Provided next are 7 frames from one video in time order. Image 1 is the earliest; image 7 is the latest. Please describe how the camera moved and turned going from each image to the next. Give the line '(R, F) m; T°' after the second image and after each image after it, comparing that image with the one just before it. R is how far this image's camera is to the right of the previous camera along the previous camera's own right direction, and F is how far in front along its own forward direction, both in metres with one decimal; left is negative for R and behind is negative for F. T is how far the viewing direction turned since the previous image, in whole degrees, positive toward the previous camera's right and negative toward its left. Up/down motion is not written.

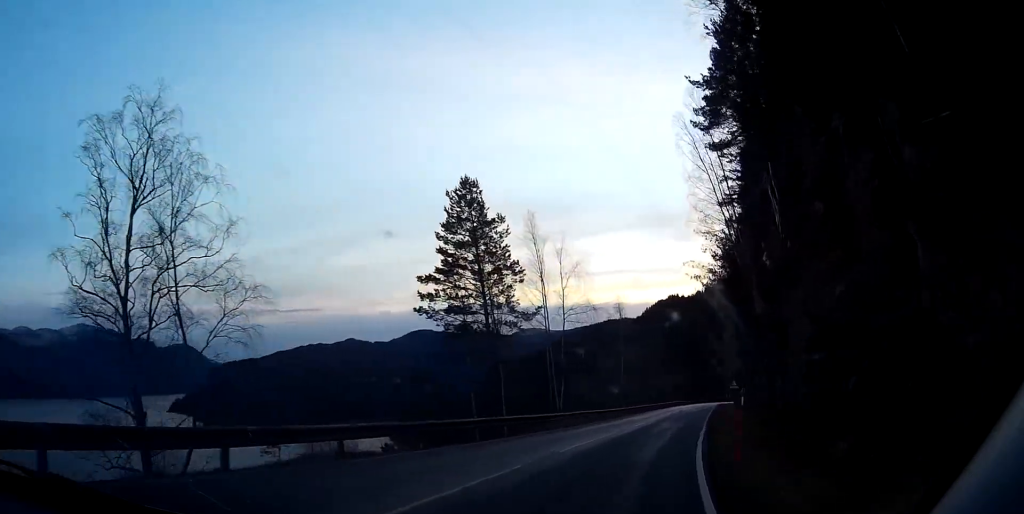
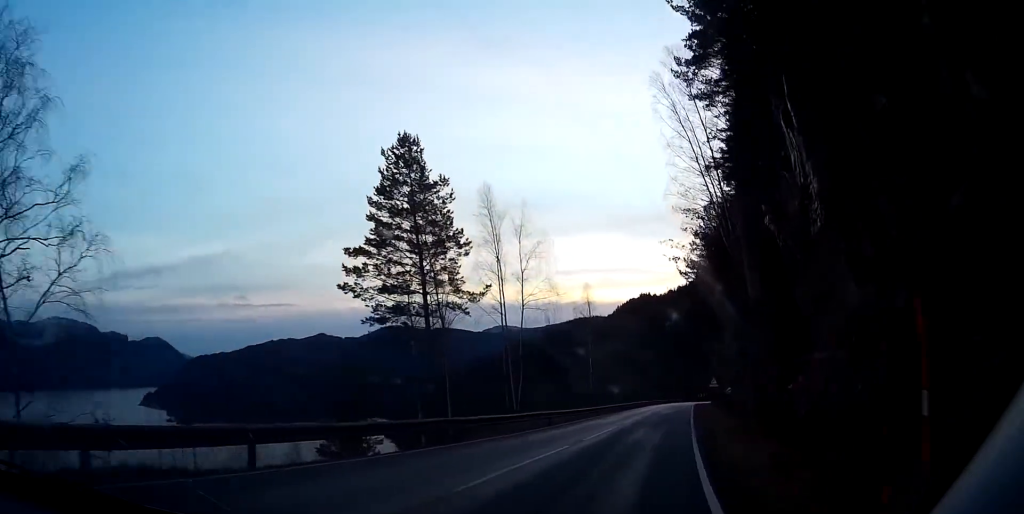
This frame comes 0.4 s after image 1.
(+0.1, +7.1) m; +1°
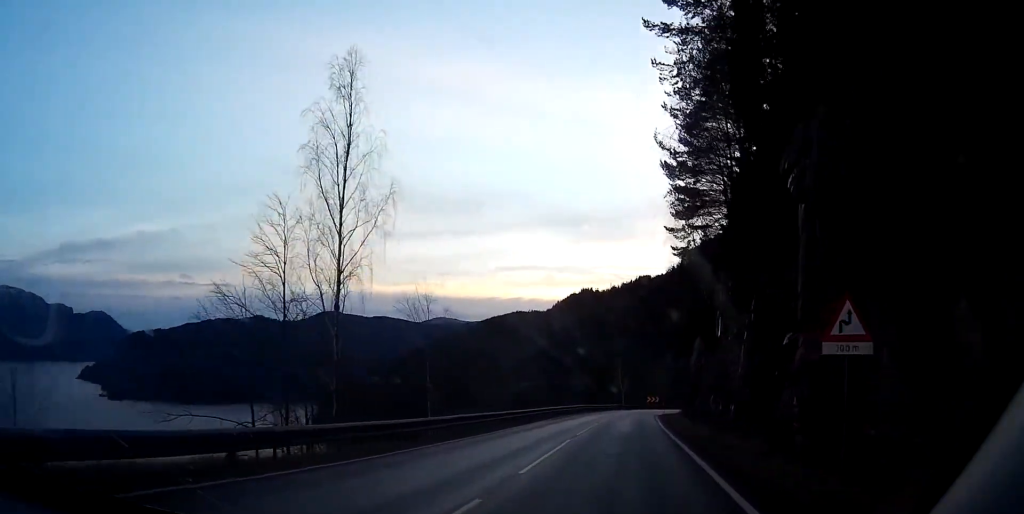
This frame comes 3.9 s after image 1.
(+1.5, +57.0) m; +1°
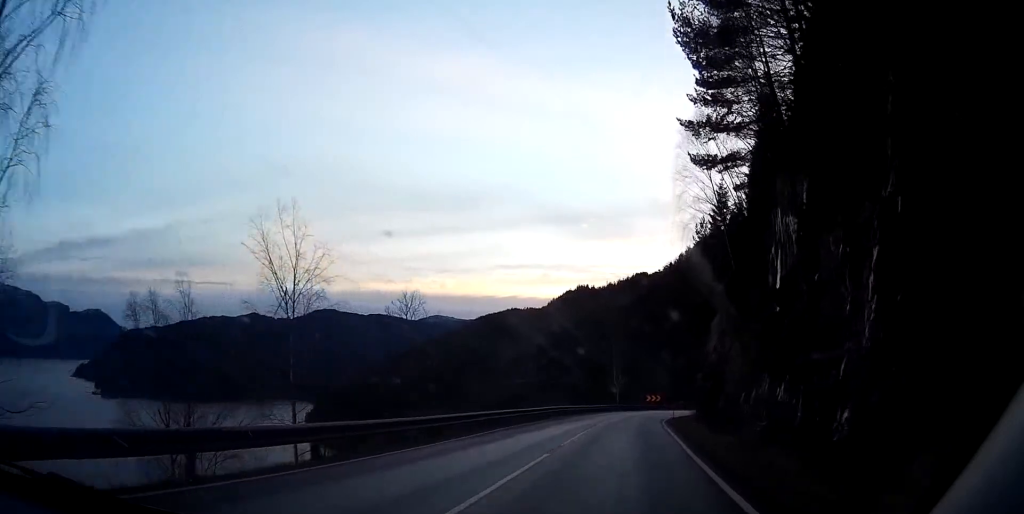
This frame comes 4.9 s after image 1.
(-0.1, +17.4) m; 0°
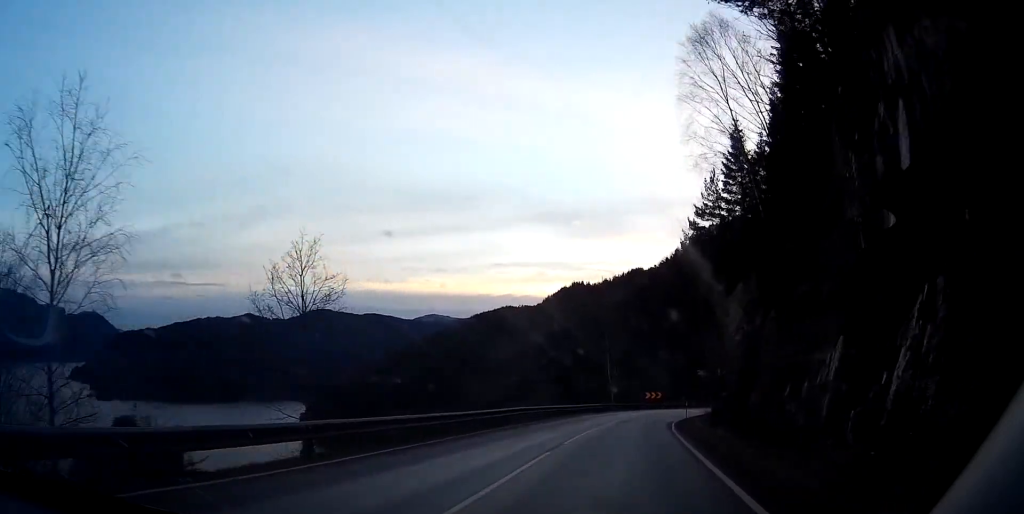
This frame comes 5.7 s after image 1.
(-0.1, +12.4) m; +1°
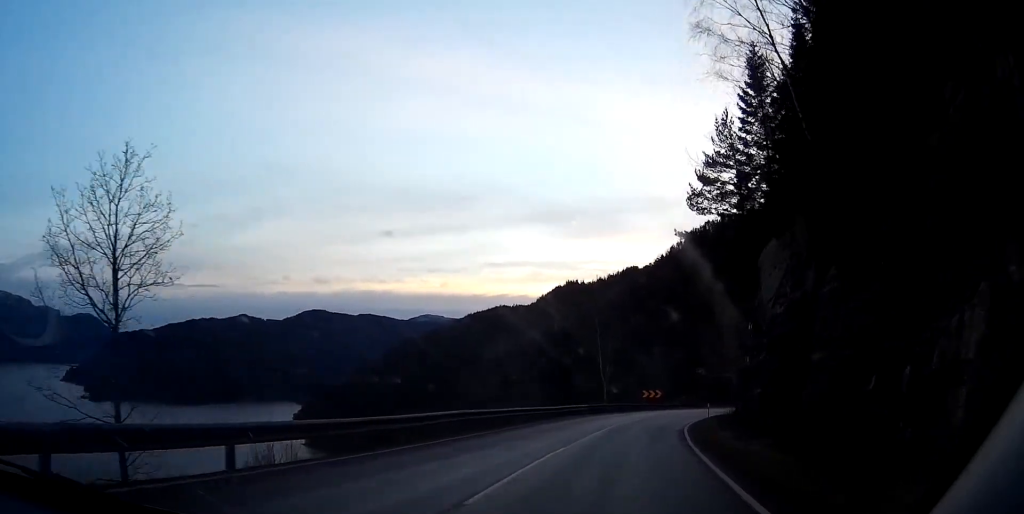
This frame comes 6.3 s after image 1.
(+0.2, +10.8) m; +3°
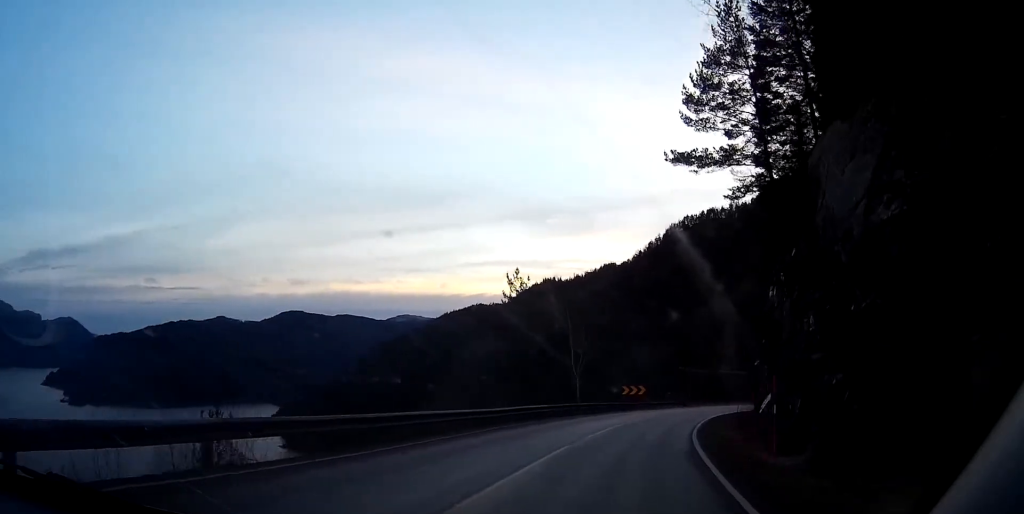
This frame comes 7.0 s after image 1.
(+0.4, +12.6) m; +4°
